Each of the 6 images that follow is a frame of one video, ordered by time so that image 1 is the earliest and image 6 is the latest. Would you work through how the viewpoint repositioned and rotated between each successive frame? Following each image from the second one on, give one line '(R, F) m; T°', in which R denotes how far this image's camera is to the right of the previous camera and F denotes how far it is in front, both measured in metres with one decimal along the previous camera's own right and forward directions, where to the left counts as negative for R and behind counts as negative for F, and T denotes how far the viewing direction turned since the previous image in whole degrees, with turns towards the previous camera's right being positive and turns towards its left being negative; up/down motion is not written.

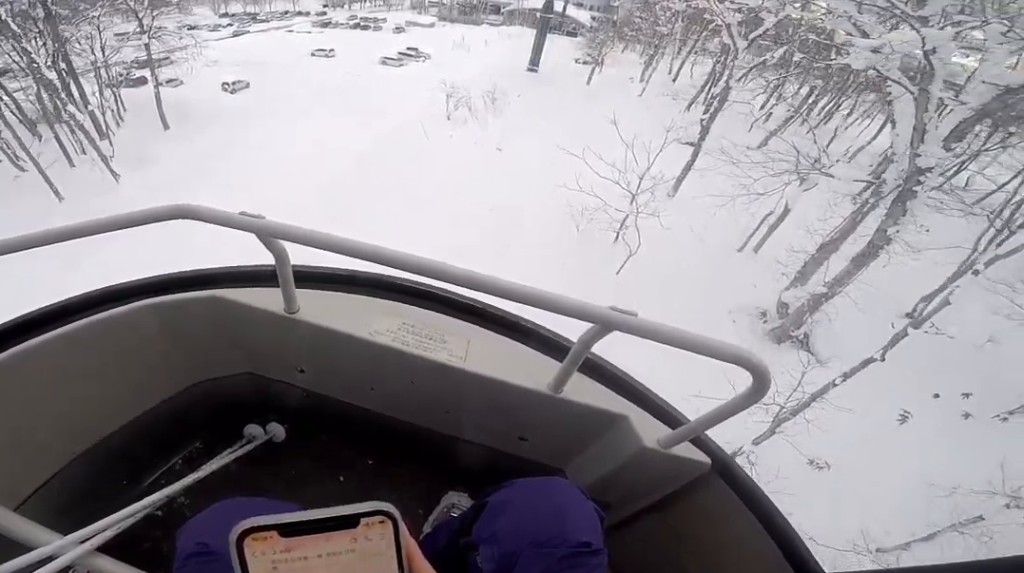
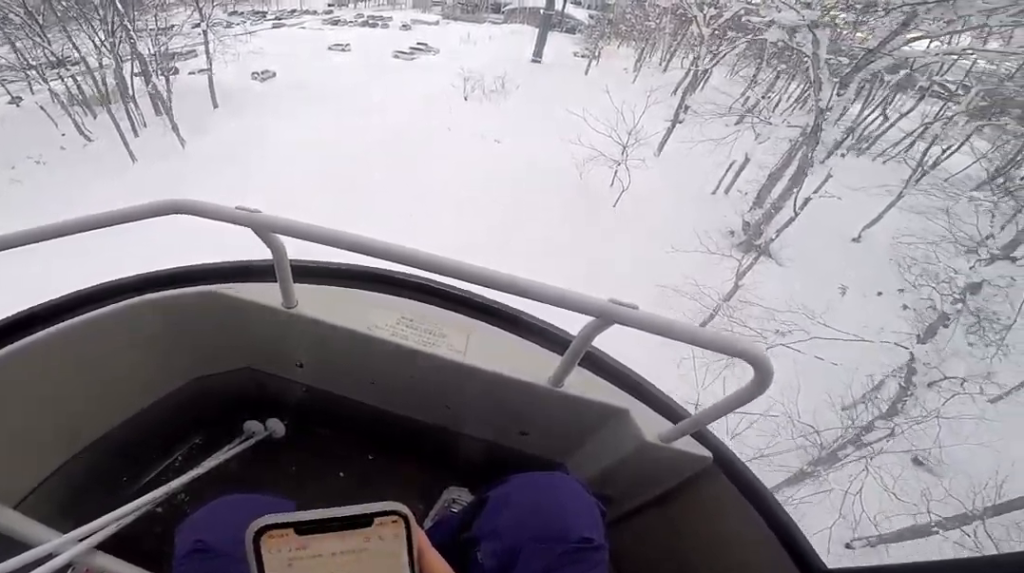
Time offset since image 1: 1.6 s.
(-0.2, +6.5) m; -10°
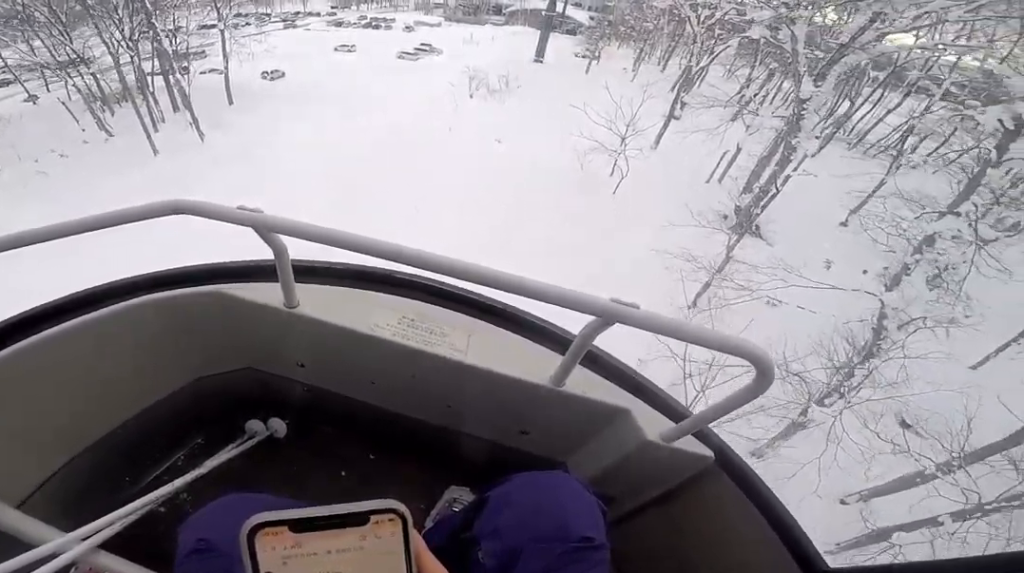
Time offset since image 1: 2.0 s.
(-0.2, +2.1) m; 0°
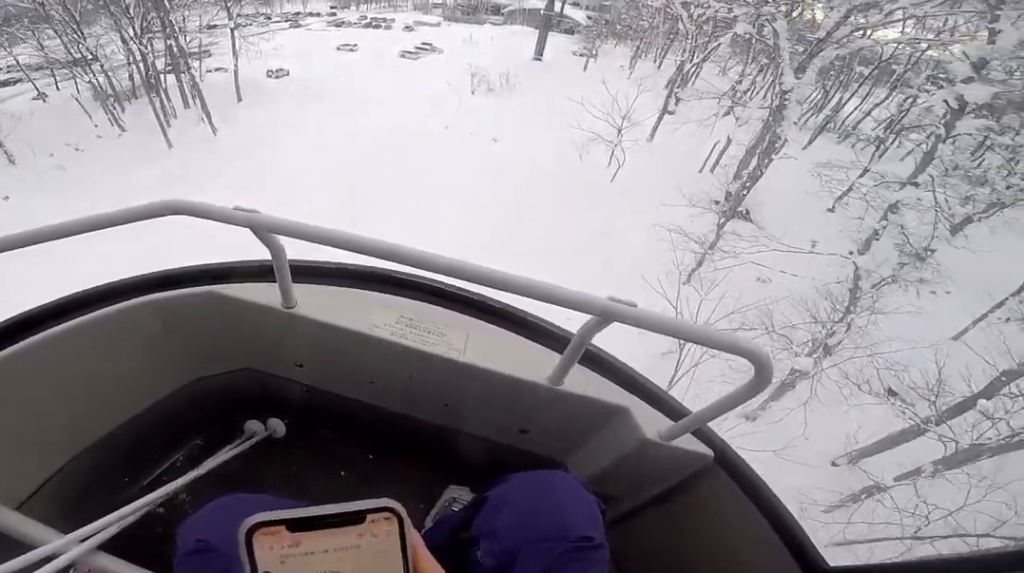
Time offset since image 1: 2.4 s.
(-0.3, +1.8) m; +1°
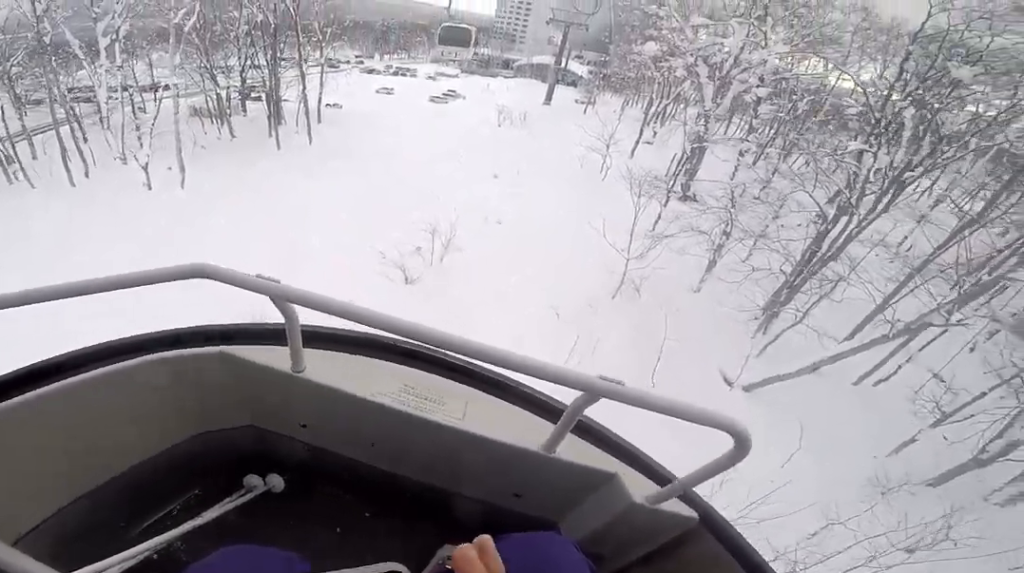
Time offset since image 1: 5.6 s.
(+3.7, +13.7) m; +12°
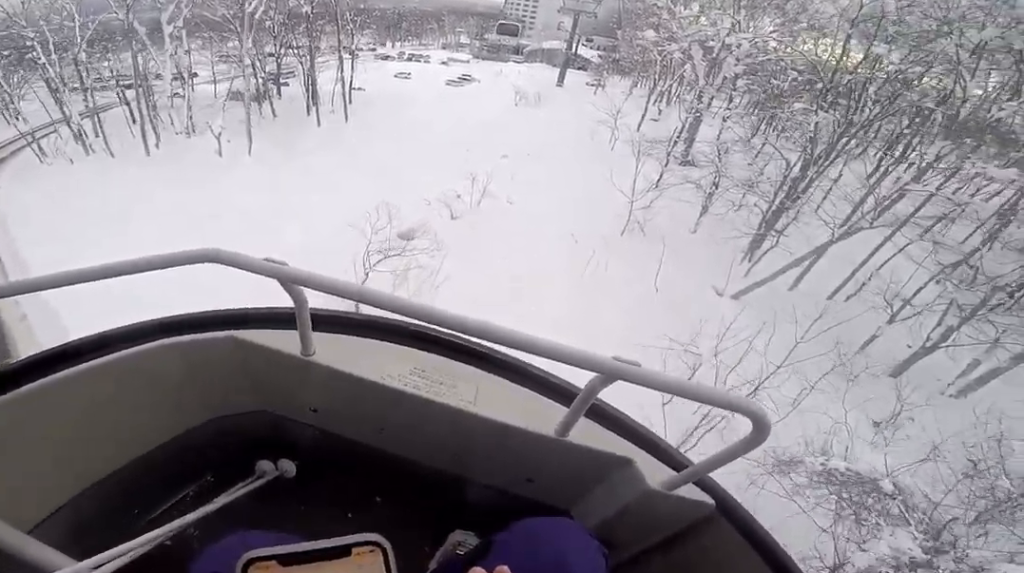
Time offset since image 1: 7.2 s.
(-0.3, +6.1) m; +4°
